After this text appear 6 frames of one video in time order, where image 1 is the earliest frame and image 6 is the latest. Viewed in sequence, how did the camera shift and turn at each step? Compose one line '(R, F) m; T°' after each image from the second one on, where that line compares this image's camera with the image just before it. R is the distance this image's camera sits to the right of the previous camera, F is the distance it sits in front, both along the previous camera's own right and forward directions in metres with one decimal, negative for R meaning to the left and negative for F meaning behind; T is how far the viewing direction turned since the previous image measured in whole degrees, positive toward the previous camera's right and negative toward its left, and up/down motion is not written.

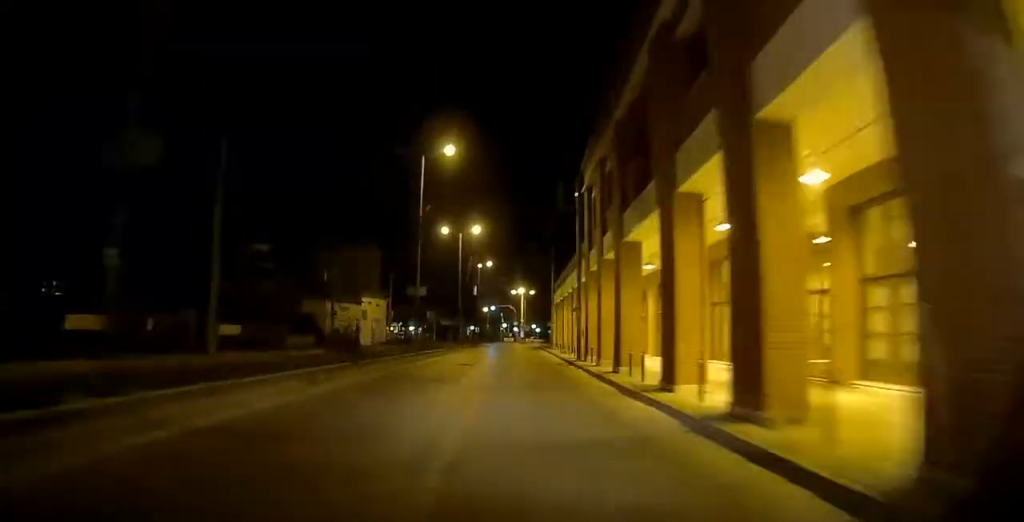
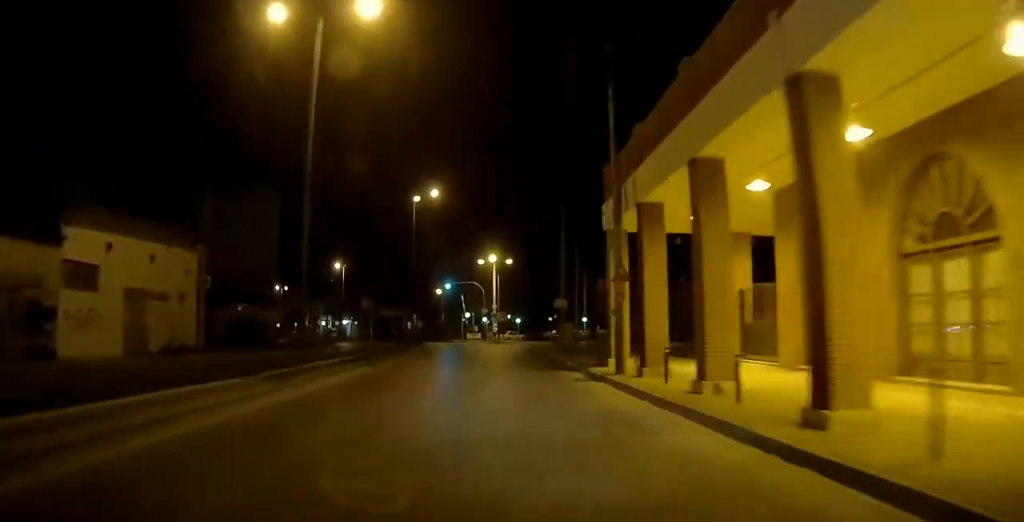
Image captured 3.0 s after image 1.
(+2.2, +37.2) m; -2°
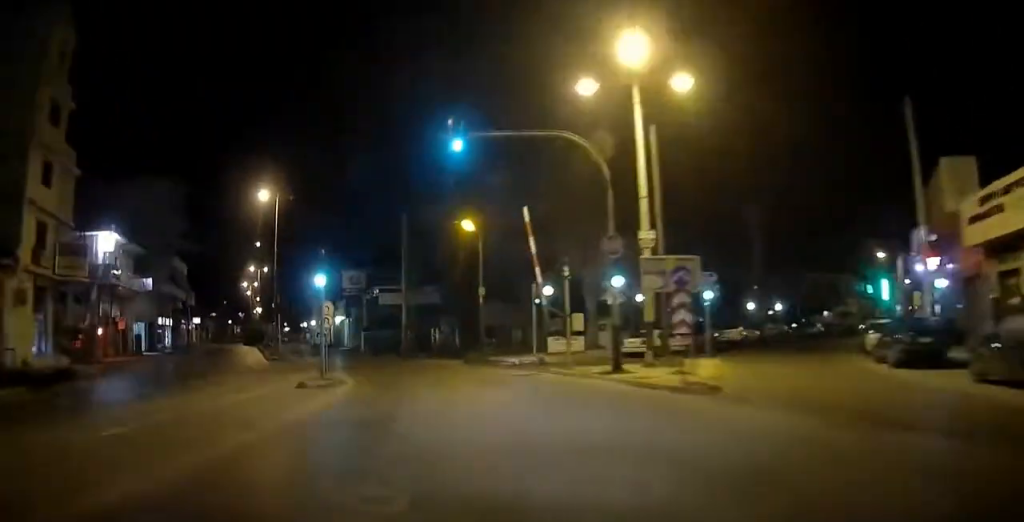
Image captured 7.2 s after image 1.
(-3.8, +43.4) m; -12°
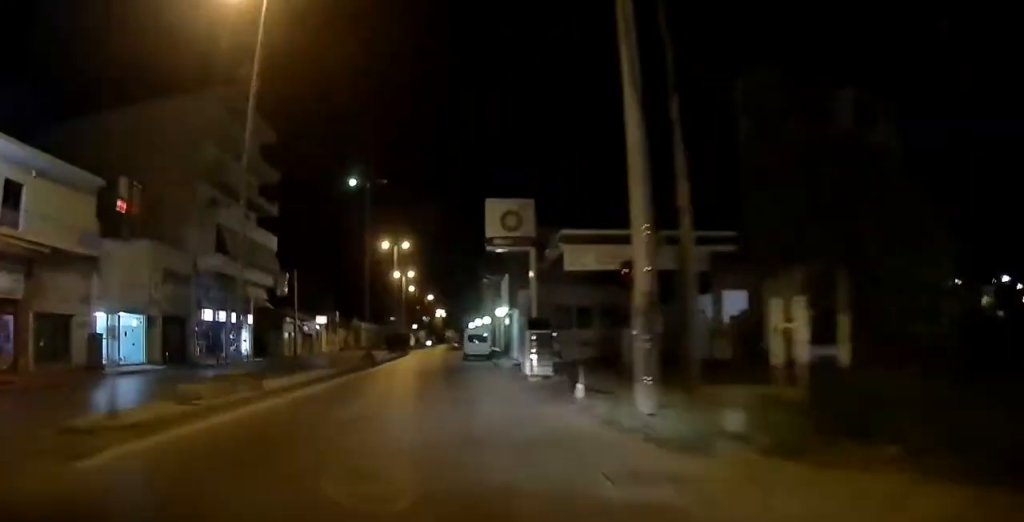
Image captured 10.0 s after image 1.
(-2.4, +32.5) m; -7°
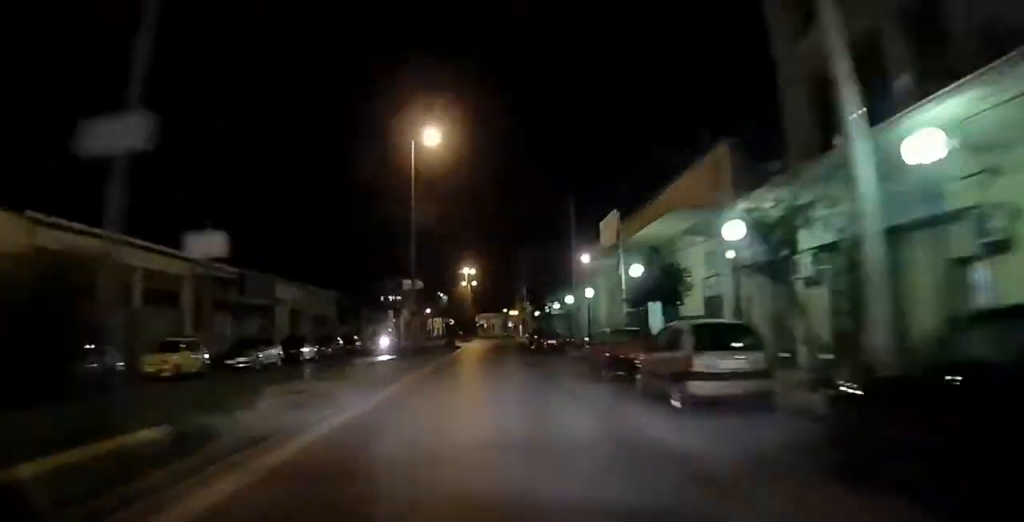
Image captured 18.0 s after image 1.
(-9.8, +117.8) m; -4°
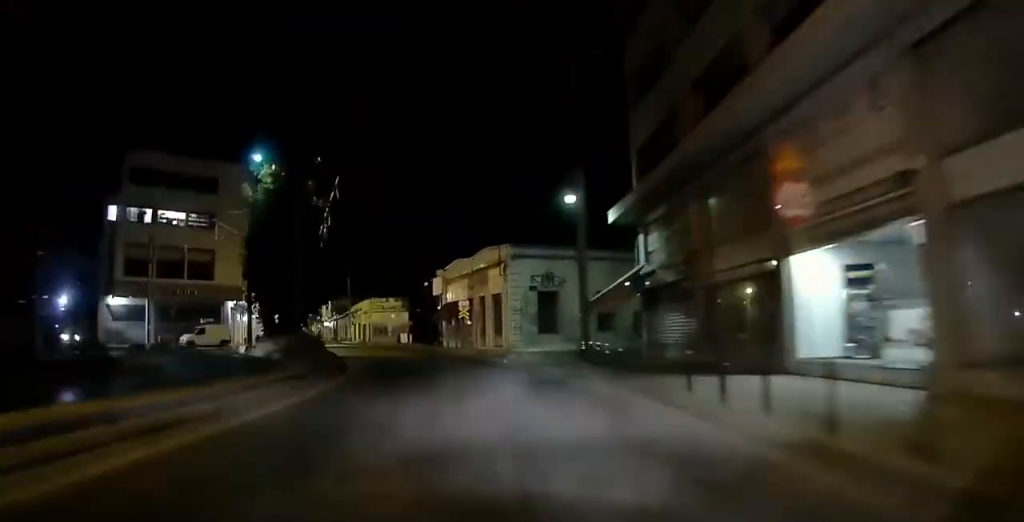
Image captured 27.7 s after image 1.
(-0.7, +120.8) m; -8°
